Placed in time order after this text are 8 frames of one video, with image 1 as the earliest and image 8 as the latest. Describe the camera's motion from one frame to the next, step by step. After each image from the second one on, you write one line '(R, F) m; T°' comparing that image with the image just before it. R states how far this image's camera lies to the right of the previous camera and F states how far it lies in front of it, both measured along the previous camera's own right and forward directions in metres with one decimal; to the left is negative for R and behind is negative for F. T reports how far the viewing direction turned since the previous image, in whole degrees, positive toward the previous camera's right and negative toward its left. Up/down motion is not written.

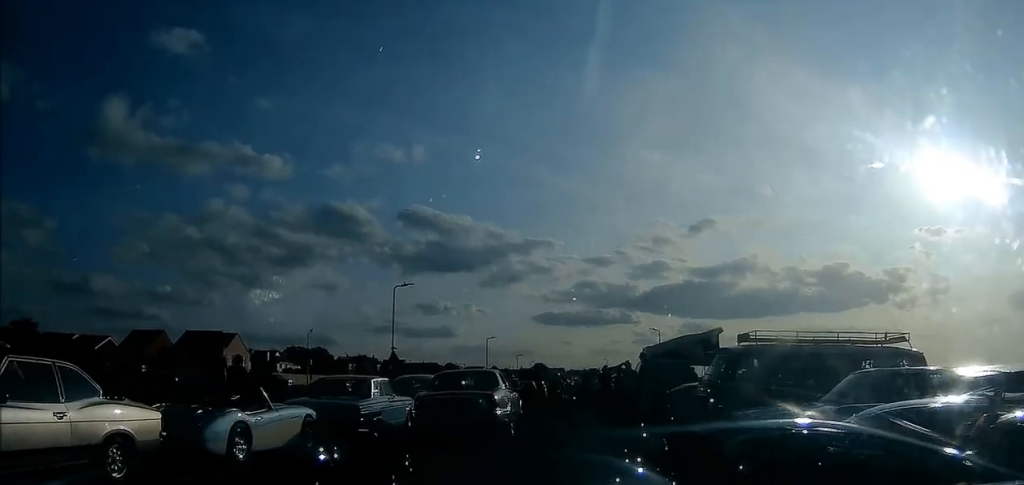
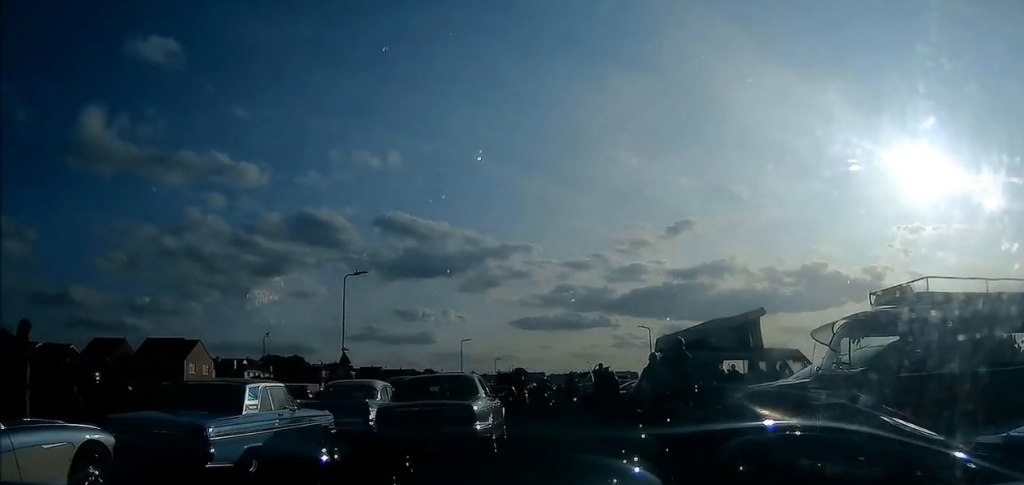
(+0.1, +5.4) m; +1°
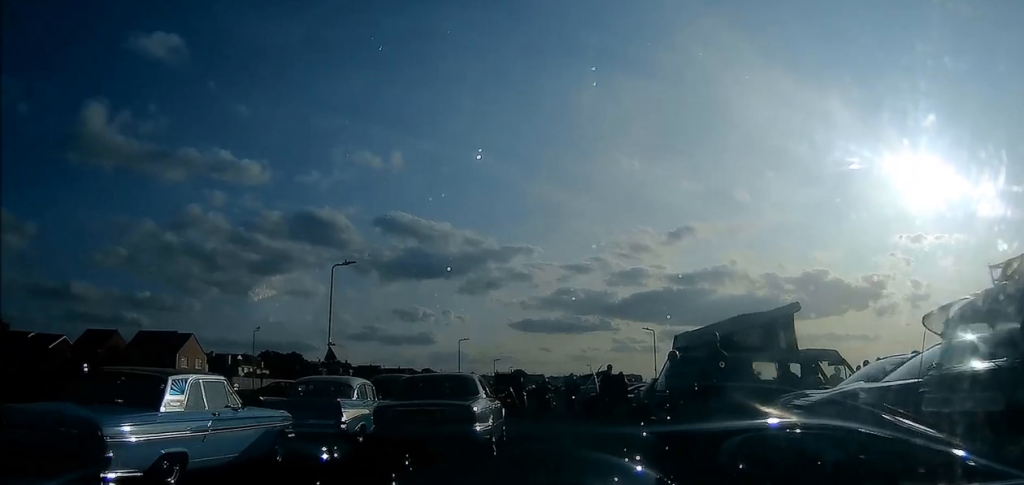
(0.0, +2.1) m; -1°
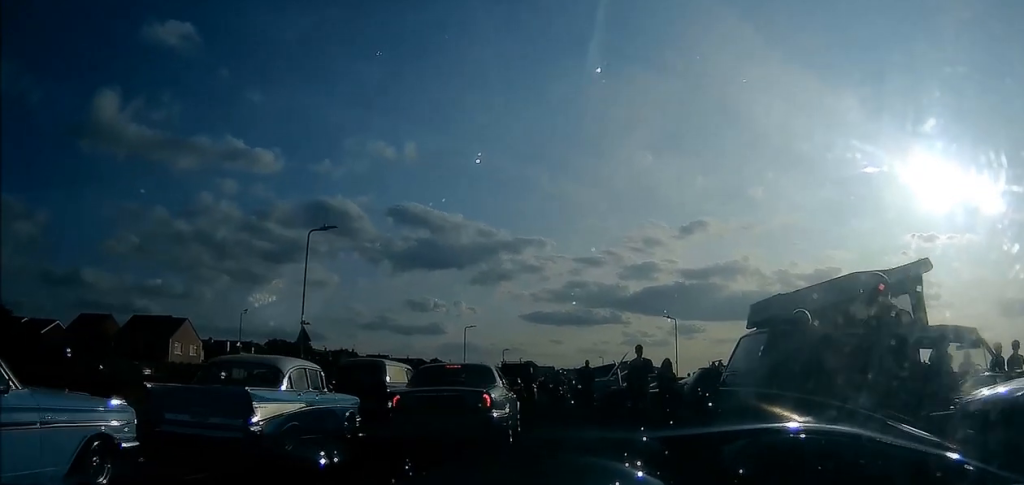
(0.0, +4.4) m; -1°
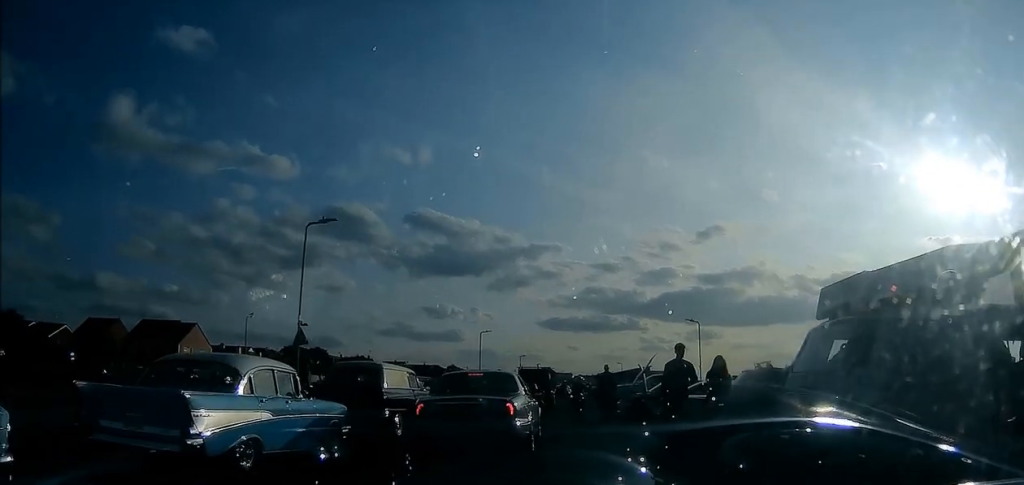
(0.0, +2.0) m; 0°
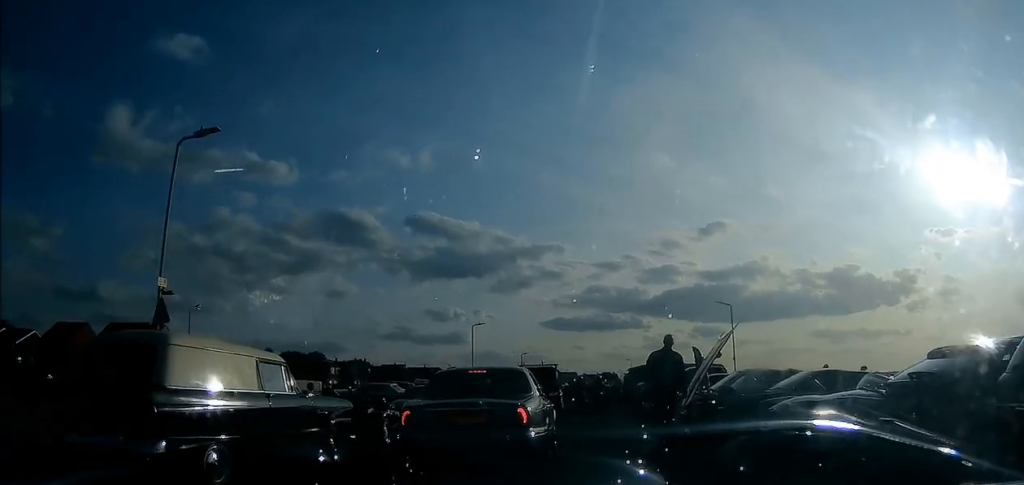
(+0.1, +8.5) m; 0°
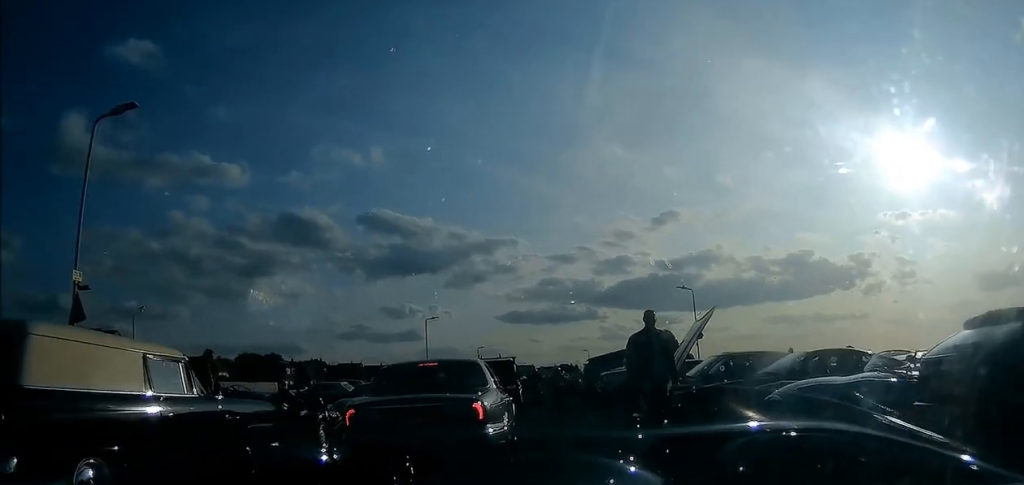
(0.0, +1.8) m; 0°
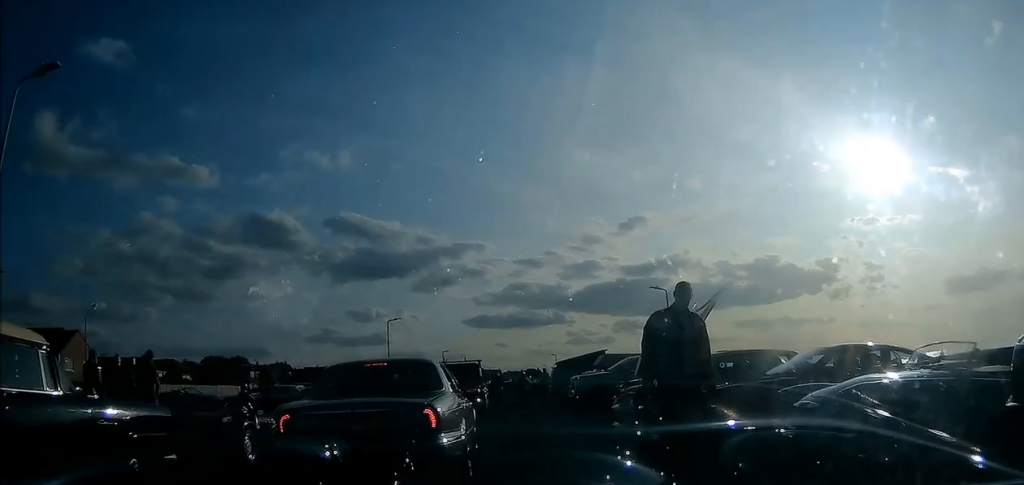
(0.0, +2.2) m; 0°
